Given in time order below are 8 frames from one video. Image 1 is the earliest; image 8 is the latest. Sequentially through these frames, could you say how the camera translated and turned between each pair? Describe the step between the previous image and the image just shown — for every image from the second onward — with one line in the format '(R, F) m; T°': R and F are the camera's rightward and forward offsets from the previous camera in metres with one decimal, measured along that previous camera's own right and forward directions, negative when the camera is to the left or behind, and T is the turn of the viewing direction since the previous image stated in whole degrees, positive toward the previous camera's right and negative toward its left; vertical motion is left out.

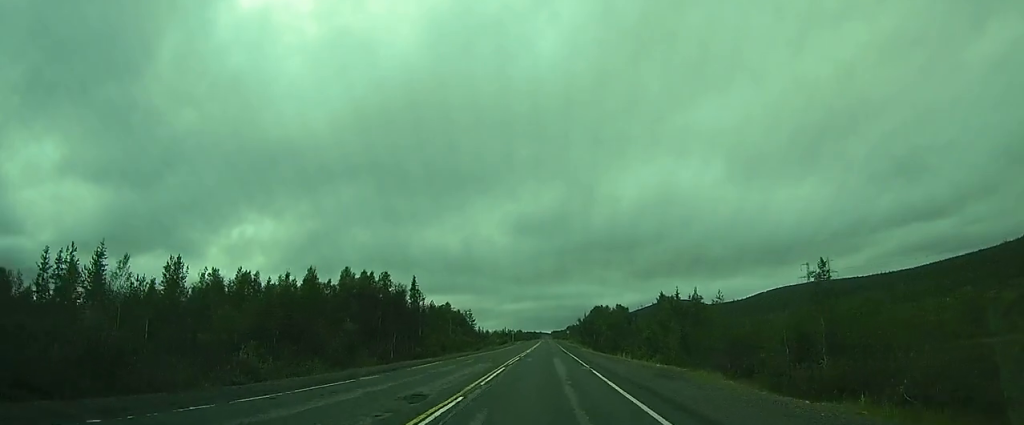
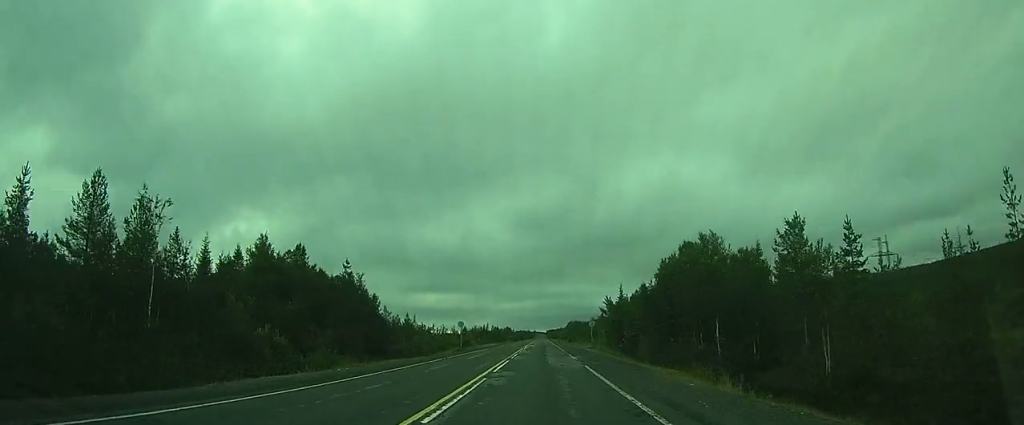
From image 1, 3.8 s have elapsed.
(-0.3, +85.7) m; -1°
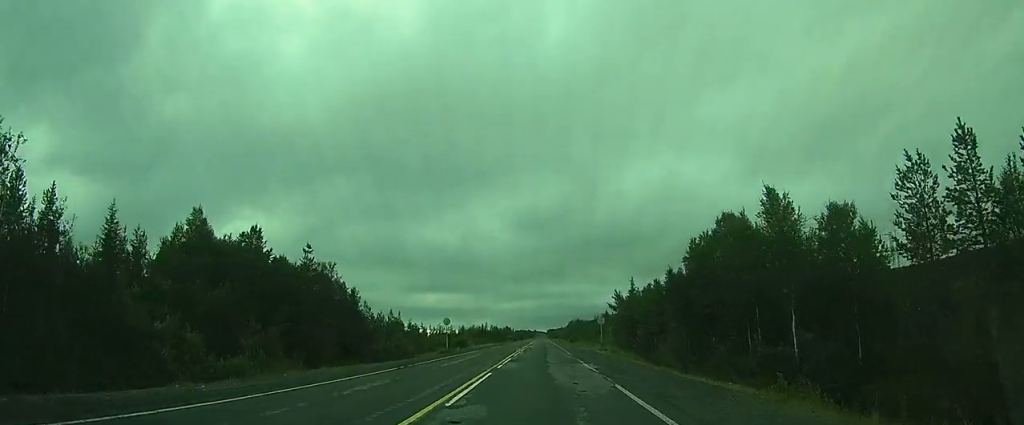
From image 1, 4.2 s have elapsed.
(0.0, +9.9) m; 0°
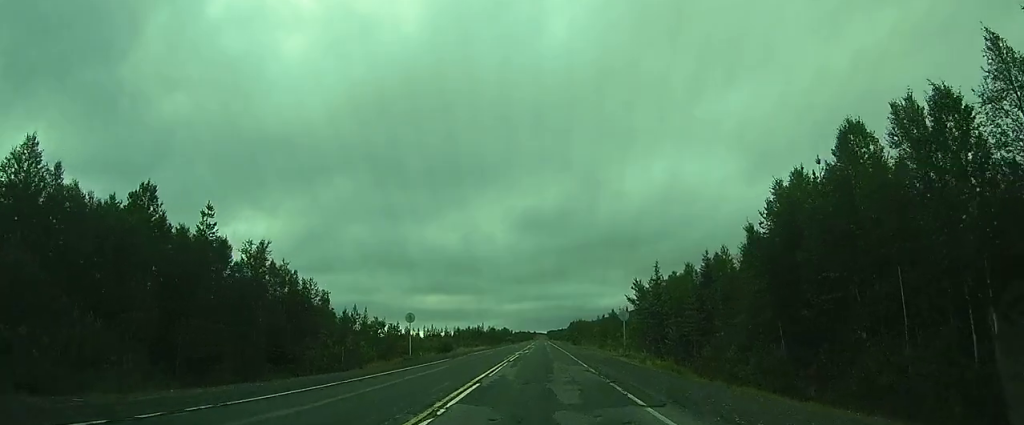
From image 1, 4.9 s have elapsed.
(0.0, +15.2) m; 0°
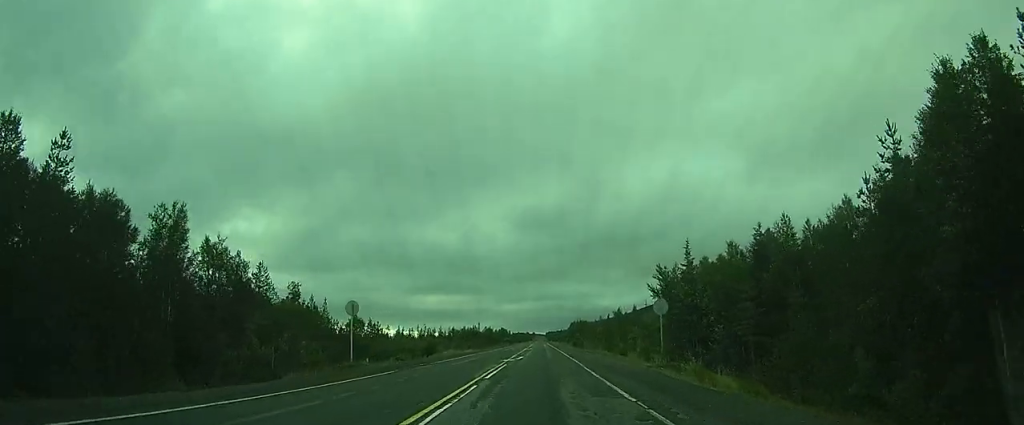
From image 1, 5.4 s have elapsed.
(0.0, +12.3) m; 0°
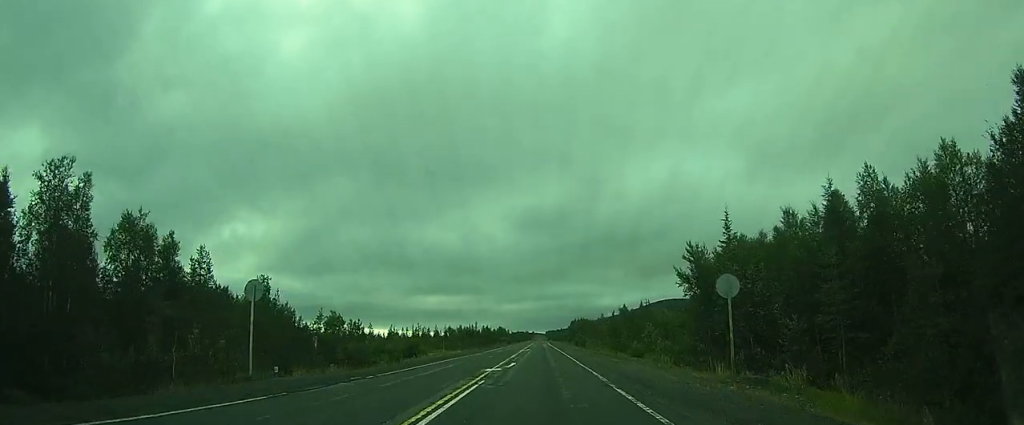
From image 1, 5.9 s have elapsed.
(0.0, +10.0) m; 0°
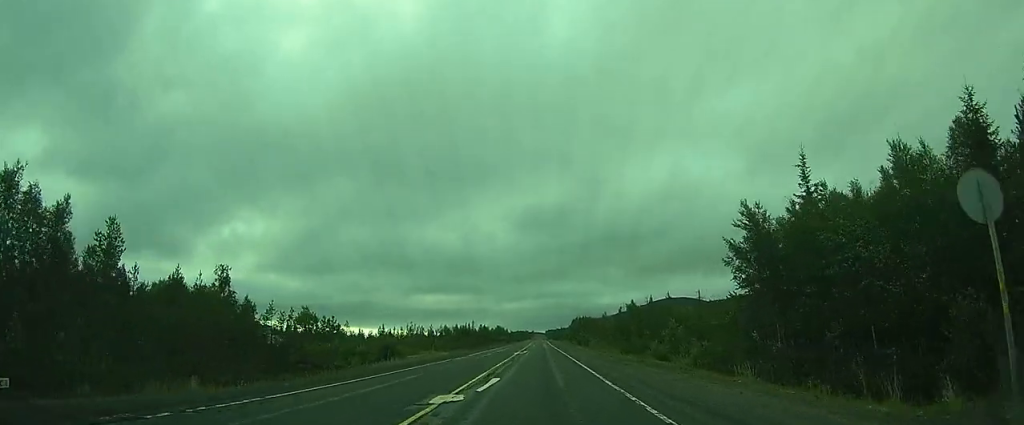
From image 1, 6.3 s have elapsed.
(0.0, +10.8) m; 0°
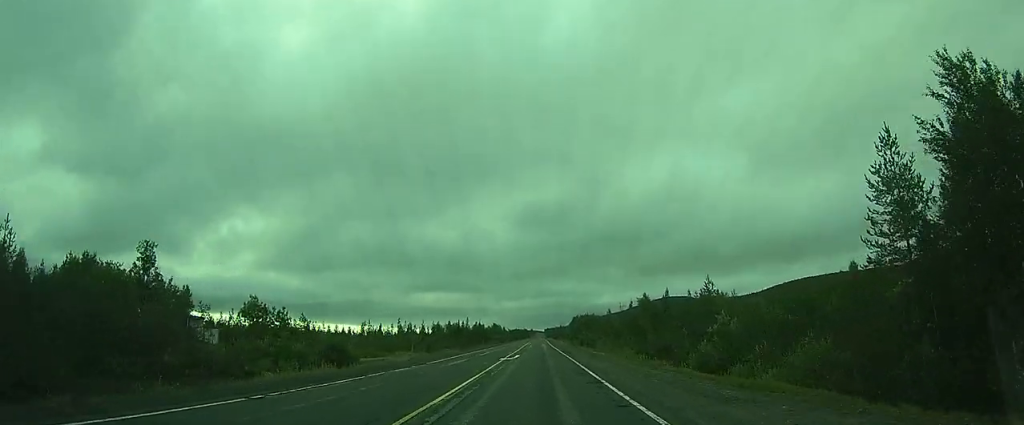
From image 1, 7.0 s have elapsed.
(0.0, +14.7) m; 0°
